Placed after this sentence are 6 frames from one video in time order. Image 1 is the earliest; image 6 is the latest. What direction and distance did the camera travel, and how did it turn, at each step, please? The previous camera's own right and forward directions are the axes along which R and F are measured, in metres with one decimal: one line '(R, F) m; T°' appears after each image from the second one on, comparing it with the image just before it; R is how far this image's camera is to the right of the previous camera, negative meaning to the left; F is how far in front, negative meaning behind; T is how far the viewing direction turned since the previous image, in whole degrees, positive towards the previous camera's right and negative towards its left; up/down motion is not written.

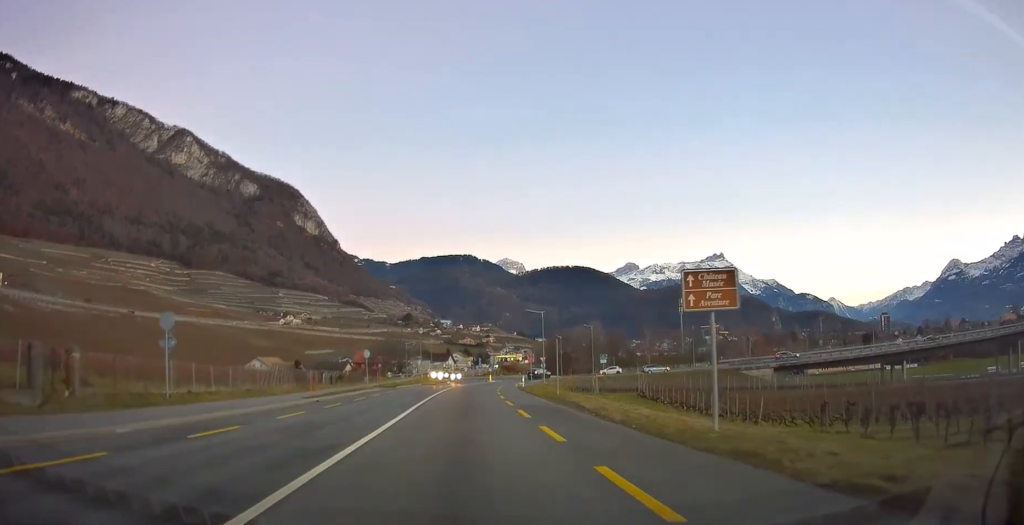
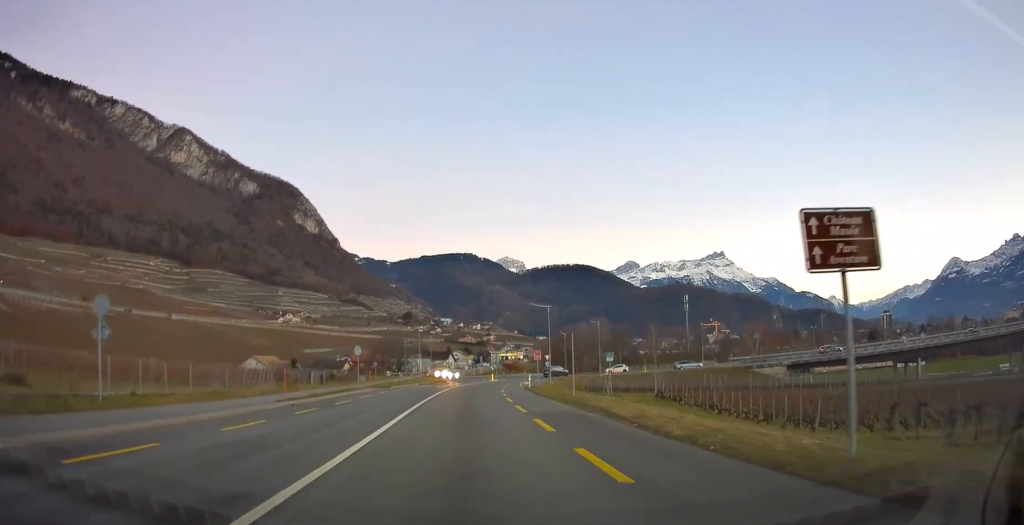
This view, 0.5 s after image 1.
(+0.1, +3.6) m; 0°
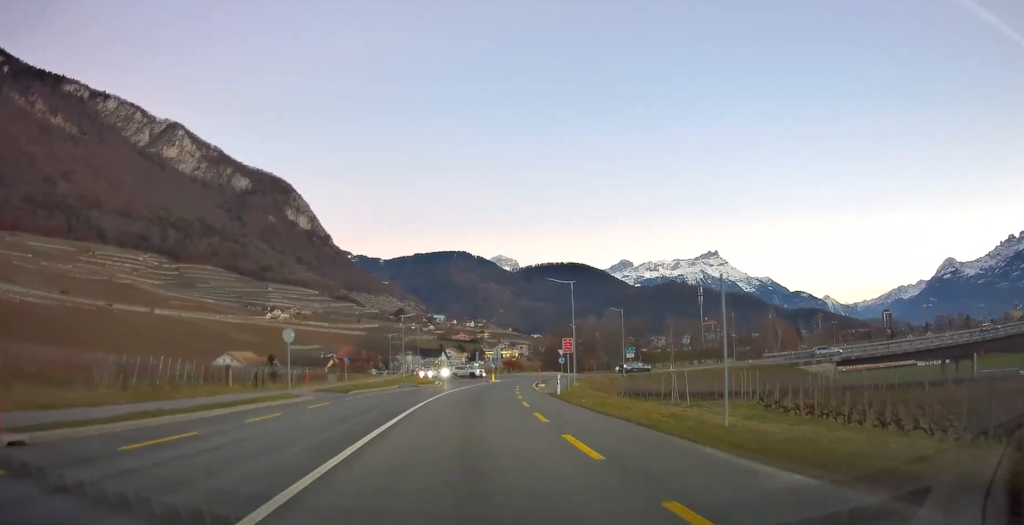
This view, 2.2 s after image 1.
(-0.1, +14.7) m; 0°
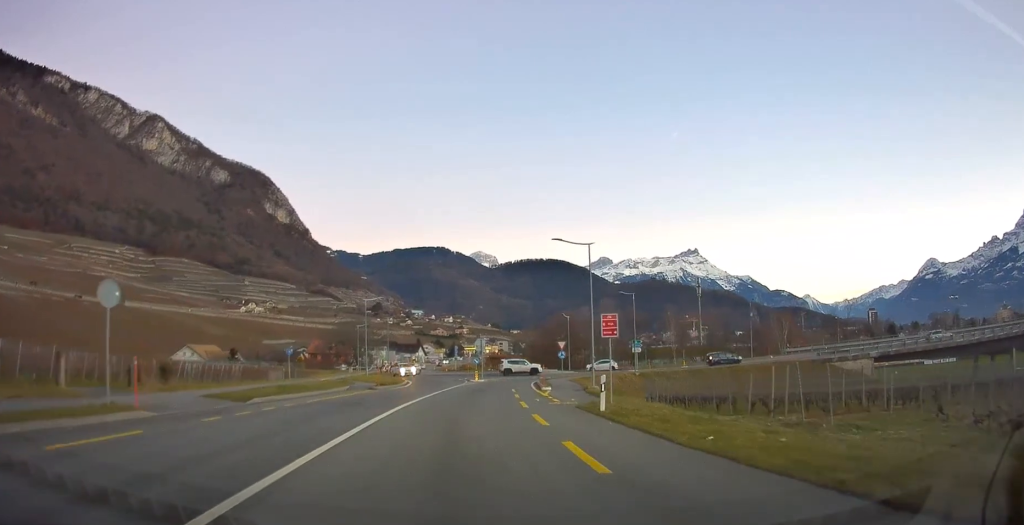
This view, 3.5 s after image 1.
(+0.1, +12.8) m; 0°
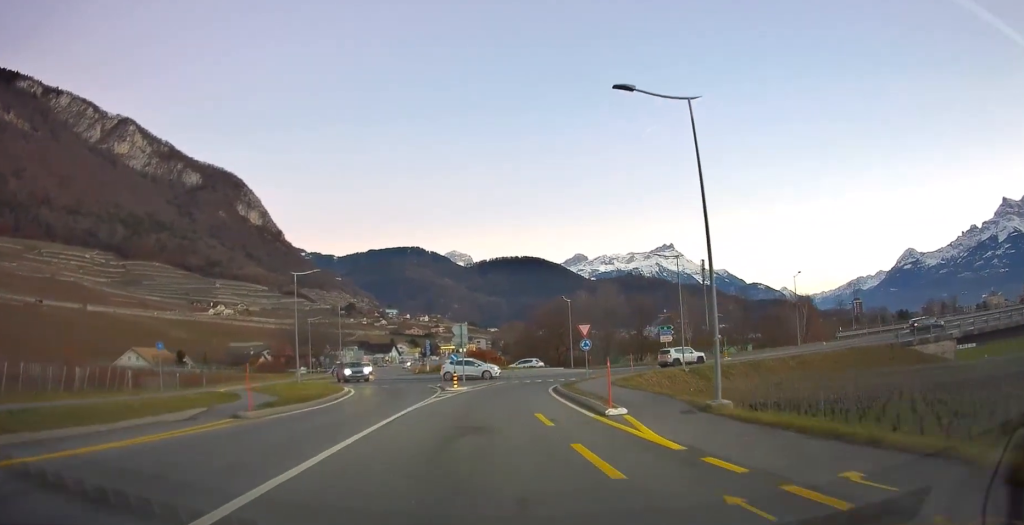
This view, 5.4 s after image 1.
(+0.2, +18.9) m; +3°
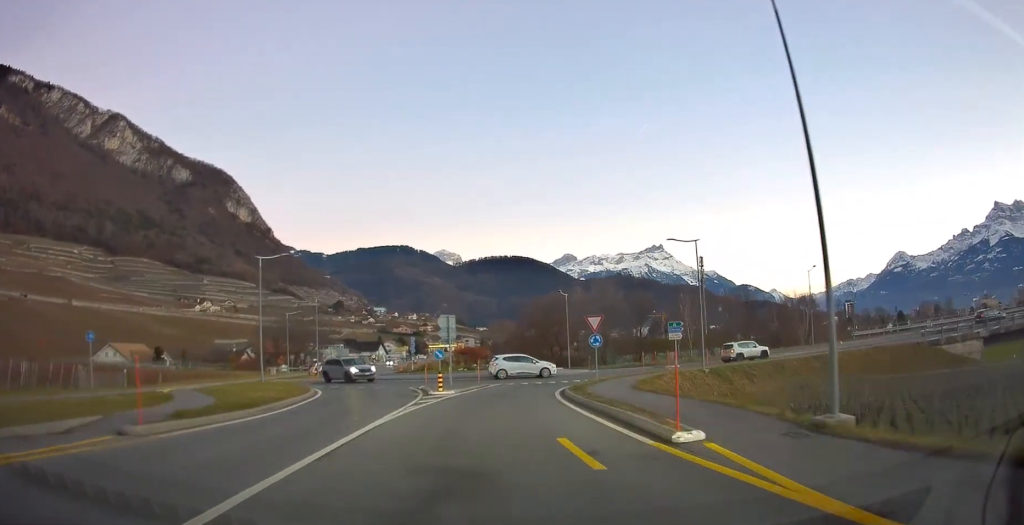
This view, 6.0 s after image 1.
(+0.1, +5.4) m; +2°
